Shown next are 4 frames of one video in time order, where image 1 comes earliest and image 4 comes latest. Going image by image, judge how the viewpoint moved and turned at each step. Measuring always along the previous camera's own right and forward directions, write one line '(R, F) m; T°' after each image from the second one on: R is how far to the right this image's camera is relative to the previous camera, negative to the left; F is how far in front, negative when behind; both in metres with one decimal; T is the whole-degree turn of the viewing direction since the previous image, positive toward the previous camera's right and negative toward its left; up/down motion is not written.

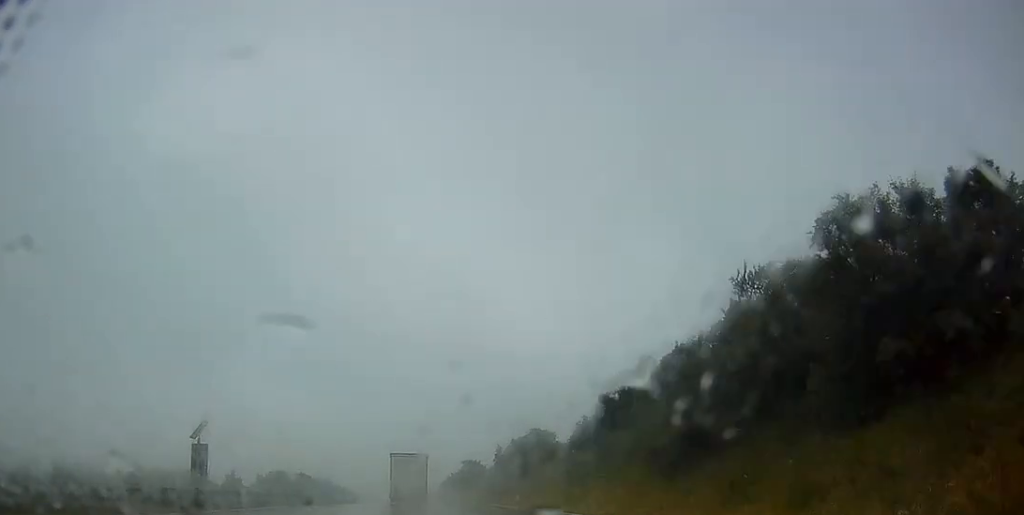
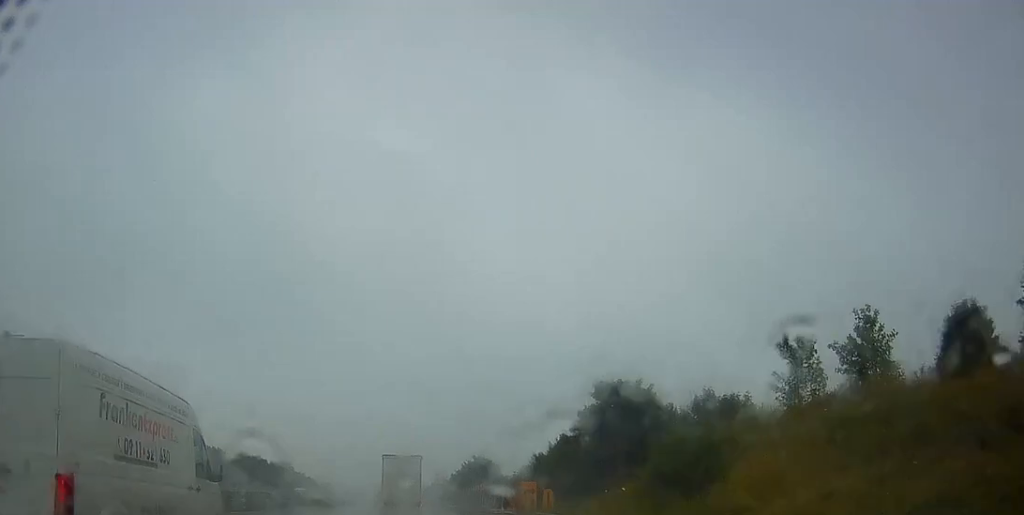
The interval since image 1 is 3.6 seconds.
(+2.2, +87.5) m; 0°
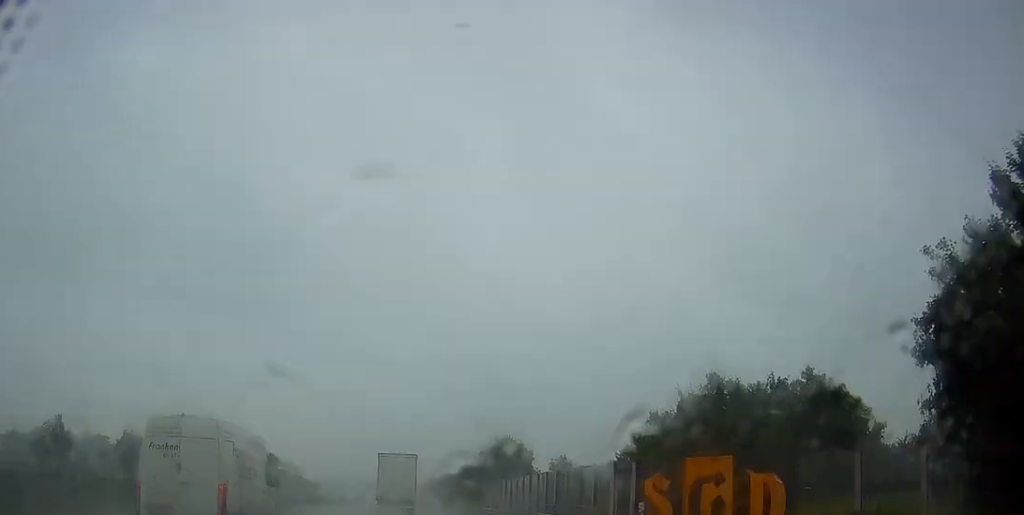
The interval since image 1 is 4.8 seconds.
(-0.2, +28.6) m; +1°
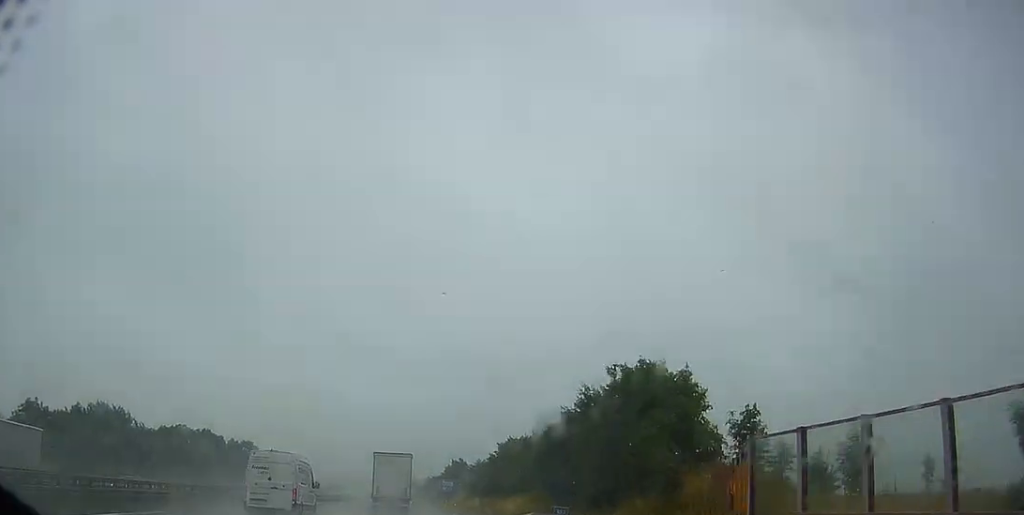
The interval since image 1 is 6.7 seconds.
(+0.2, +43.6) m; 0°
